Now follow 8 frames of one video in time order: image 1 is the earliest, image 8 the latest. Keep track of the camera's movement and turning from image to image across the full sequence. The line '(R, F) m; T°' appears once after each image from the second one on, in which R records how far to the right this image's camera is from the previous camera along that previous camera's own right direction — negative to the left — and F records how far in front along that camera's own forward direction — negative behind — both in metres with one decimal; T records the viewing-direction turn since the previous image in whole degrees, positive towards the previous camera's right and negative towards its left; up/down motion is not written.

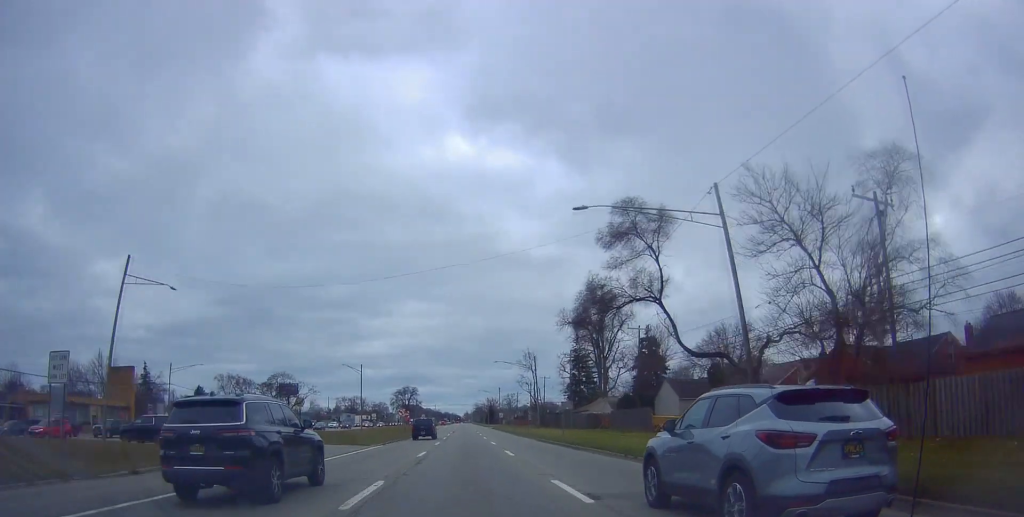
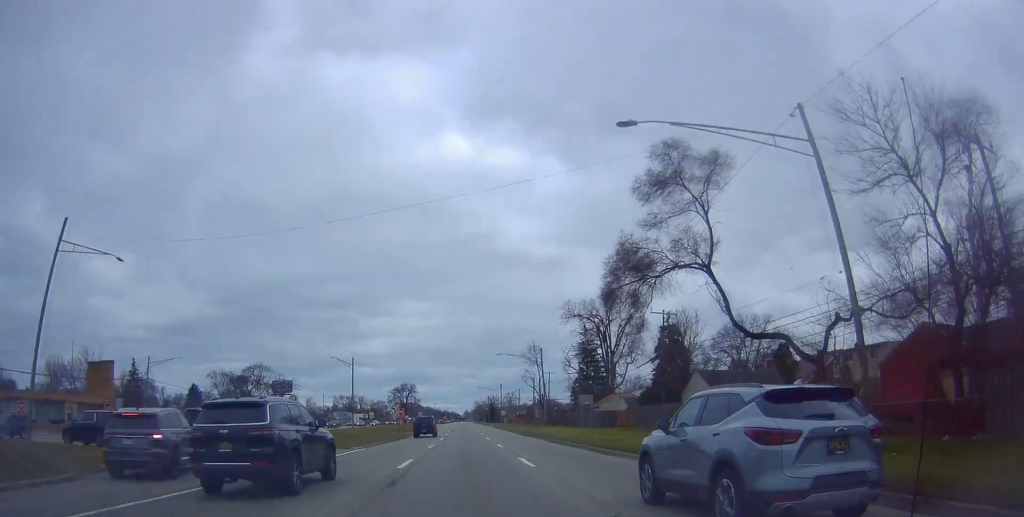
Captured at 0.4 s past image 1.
(+0.2, +7.0) m; +1°
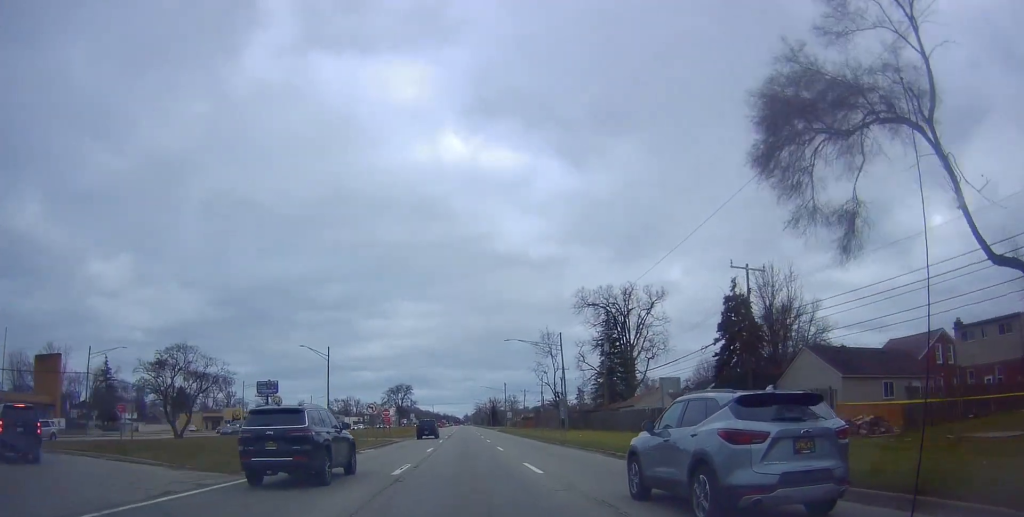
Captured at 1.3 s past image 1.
(+0.1, +15.6) m; -1°
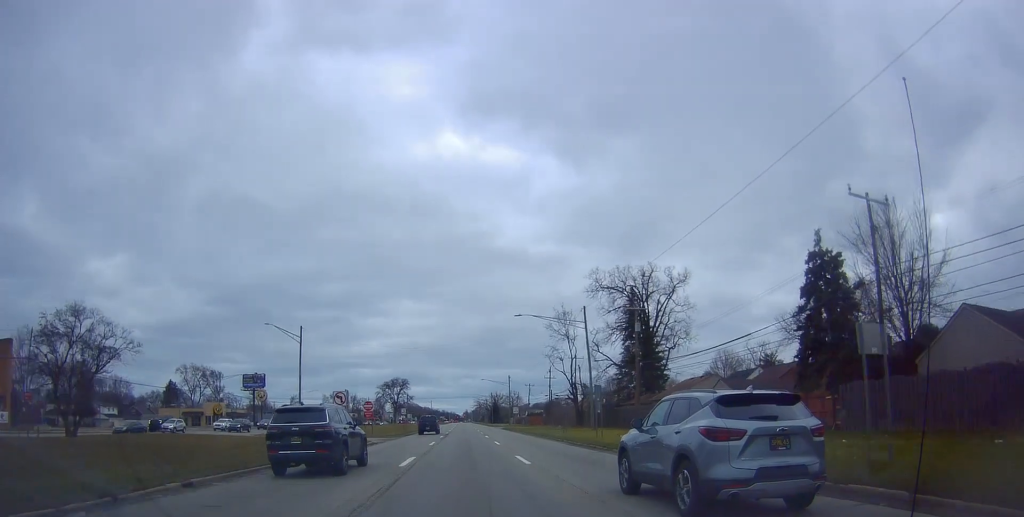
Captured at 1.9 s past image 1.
(-0.3, +12.3) m; -1°
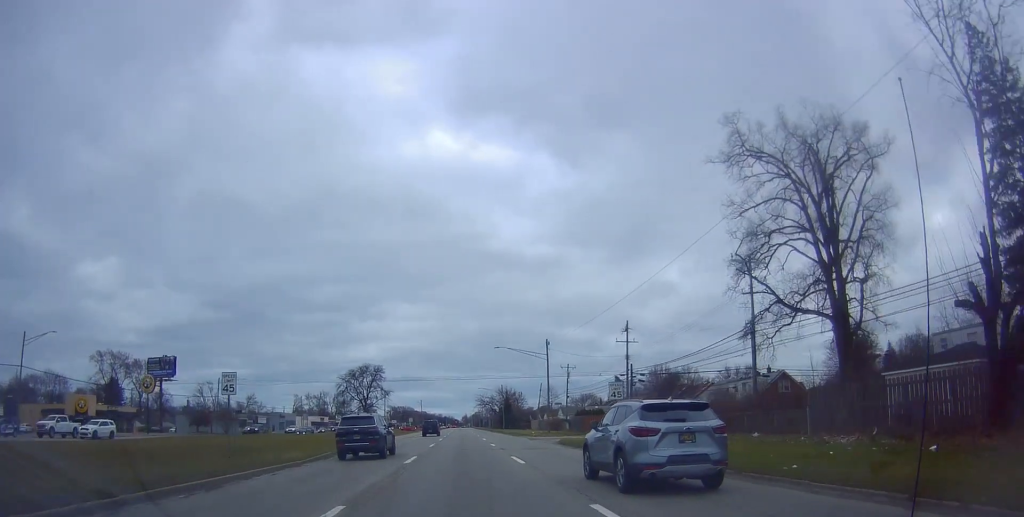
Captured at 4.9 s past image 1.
(+0.5, +56.9) m; +1°
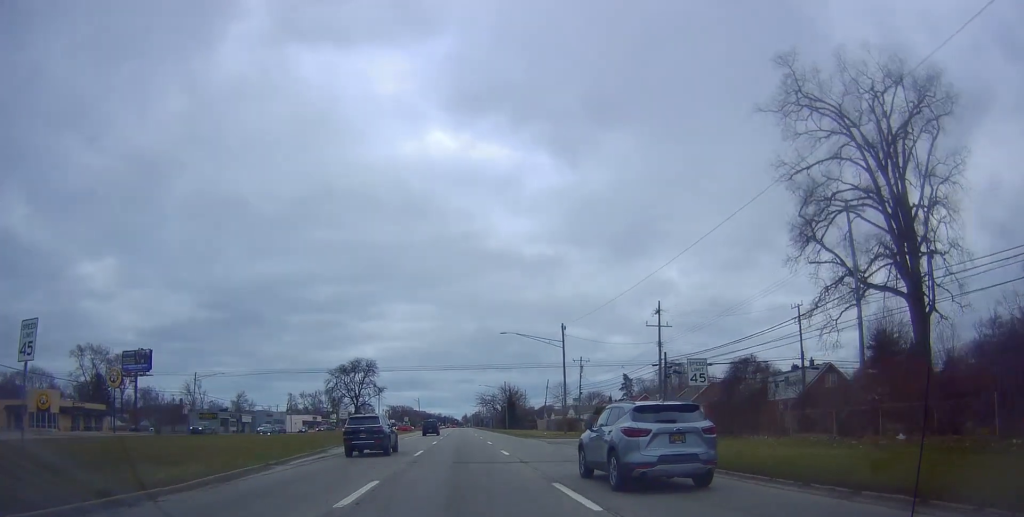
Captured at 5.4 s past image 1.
(-0.4, +10.7) m; 0°
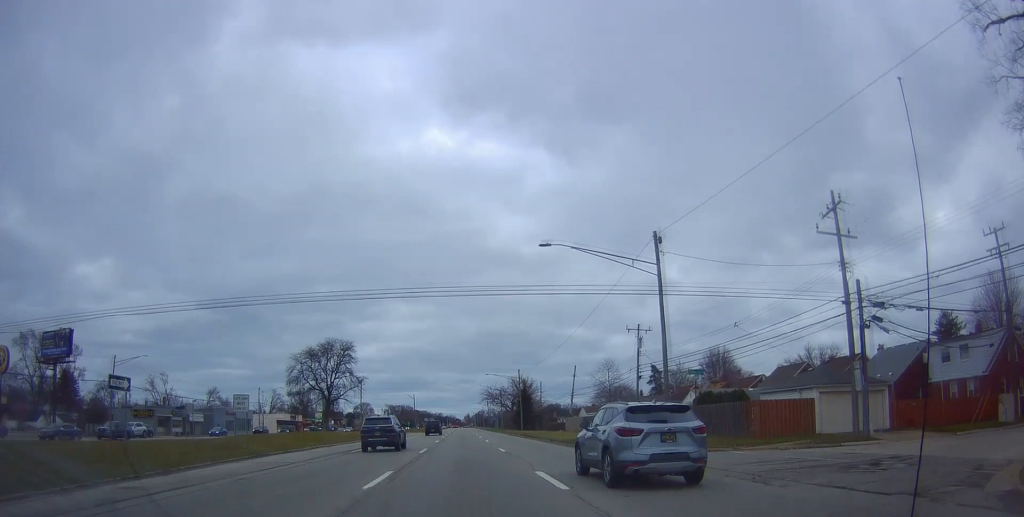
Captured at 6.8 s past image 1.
(+0.7, +28.0) m; +1°
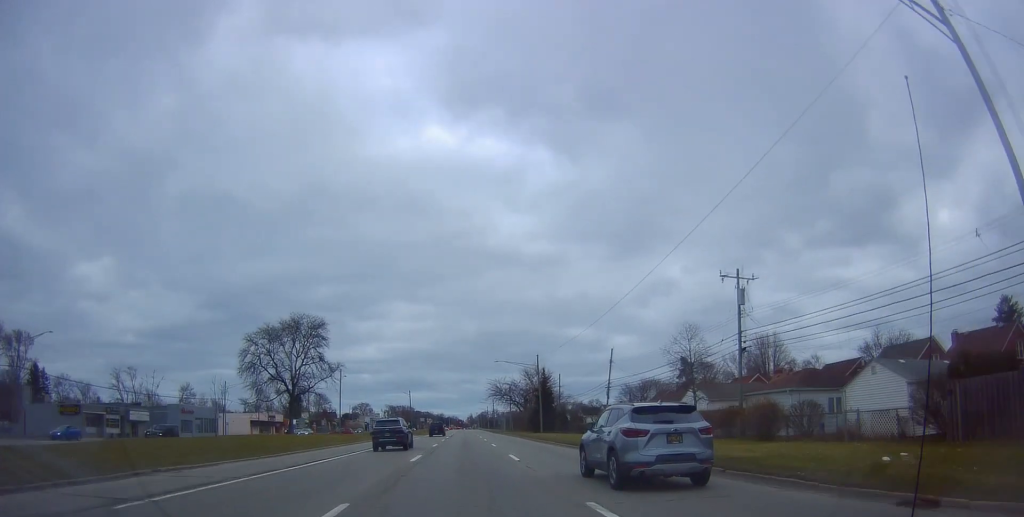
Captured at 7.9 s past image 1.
(-0.1, +22.3) m; 0°
